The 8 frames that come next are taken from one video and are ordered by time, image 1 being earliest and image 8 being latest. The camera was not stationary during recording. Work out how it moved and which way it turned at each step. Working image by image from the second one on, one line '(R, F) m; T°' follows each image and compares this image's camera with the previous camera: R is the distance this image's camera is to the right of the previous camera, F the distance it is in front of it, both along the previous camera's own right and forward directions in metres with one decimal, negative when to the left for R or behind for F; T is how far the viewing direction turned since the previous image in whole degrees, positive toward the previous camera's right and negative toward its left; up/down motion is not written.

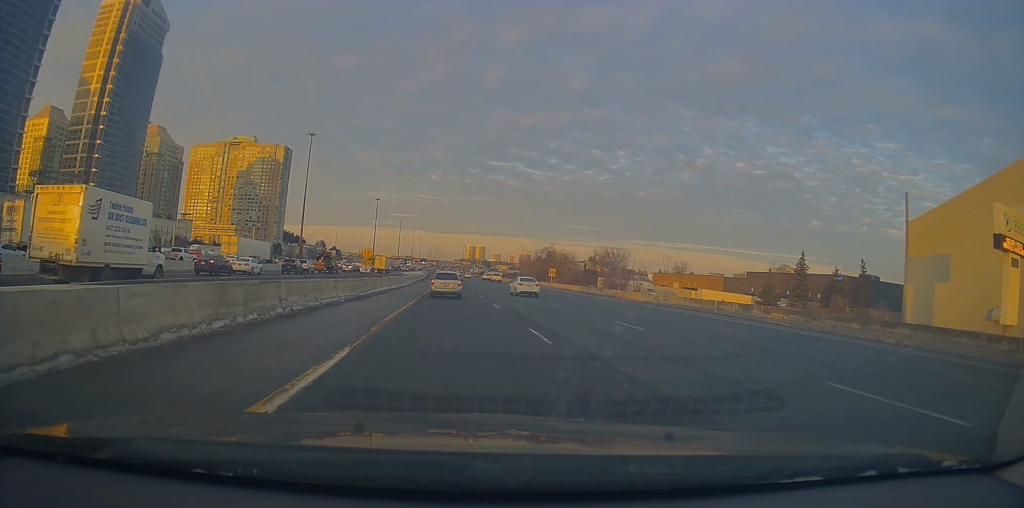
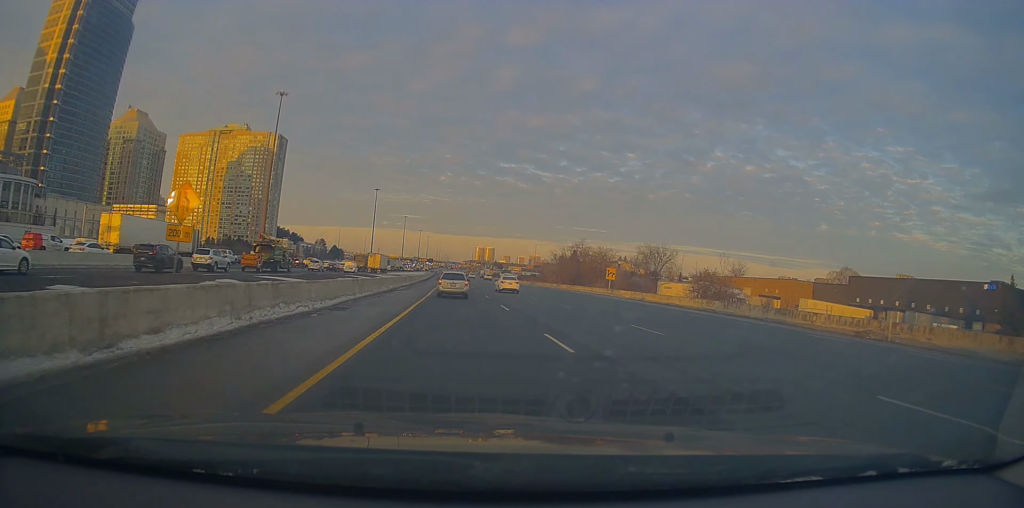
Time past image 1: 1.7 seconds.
(+0.1, +35.8) m; 0°
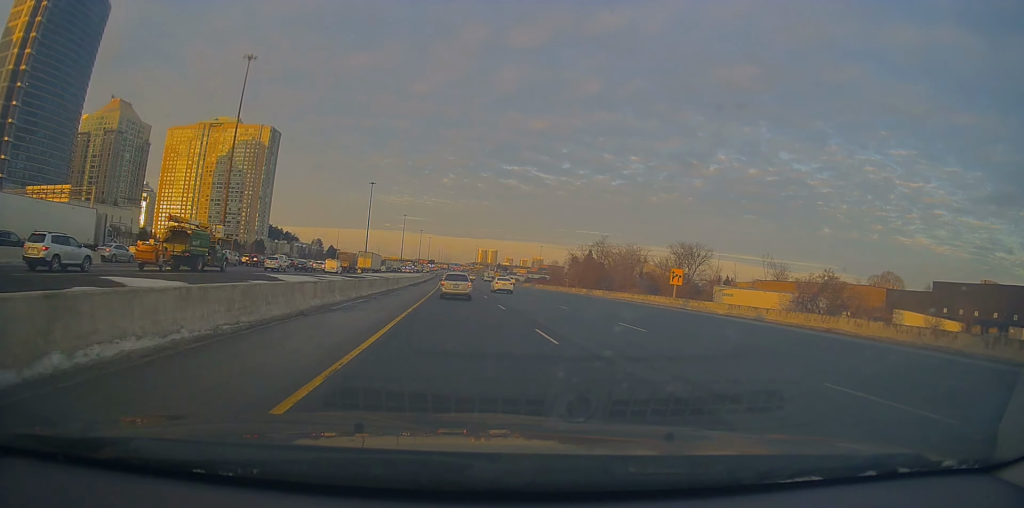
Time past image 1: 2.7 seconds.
(-0.1, +22.0) m; -1°
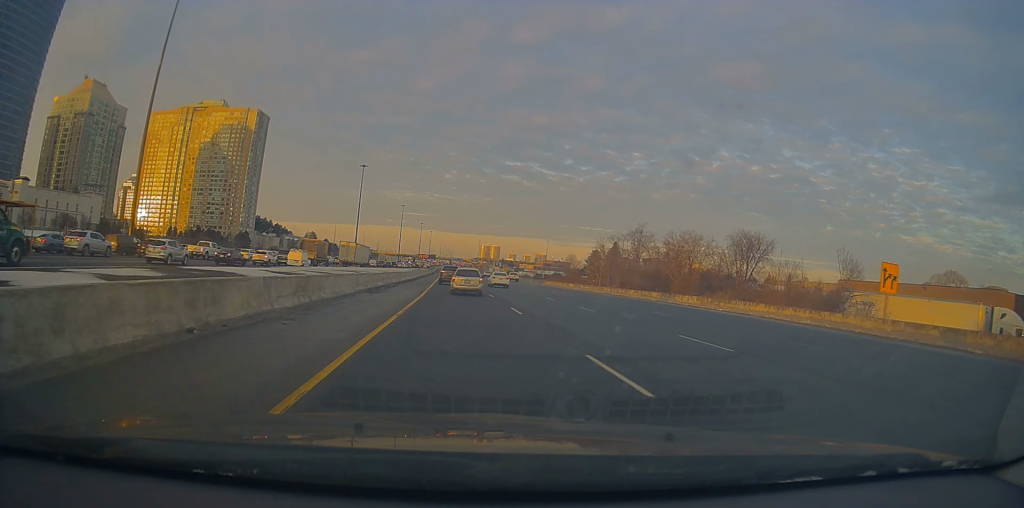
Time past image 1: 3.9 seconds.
(-0.5, +29.3) m; -1°
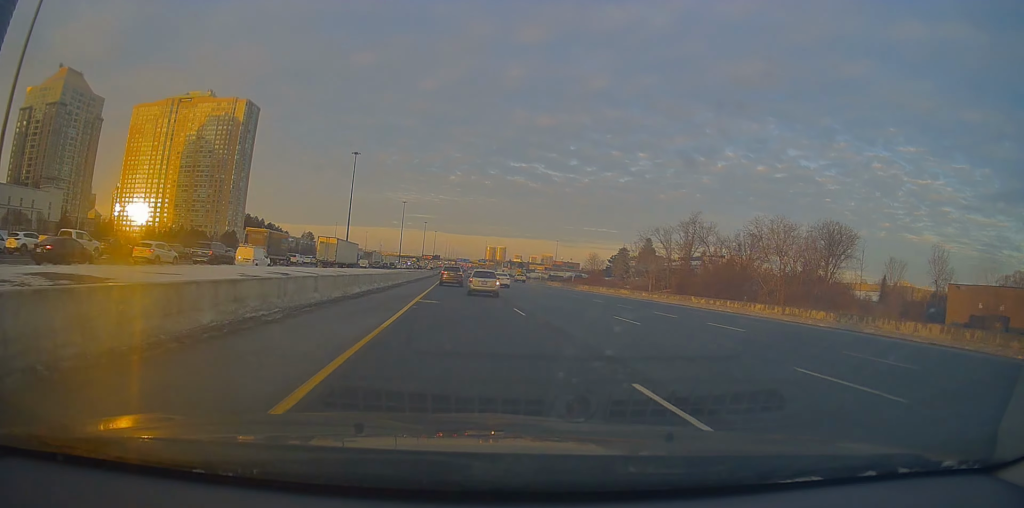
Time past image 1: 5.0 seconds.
(0.0, +26.5) m; 0°
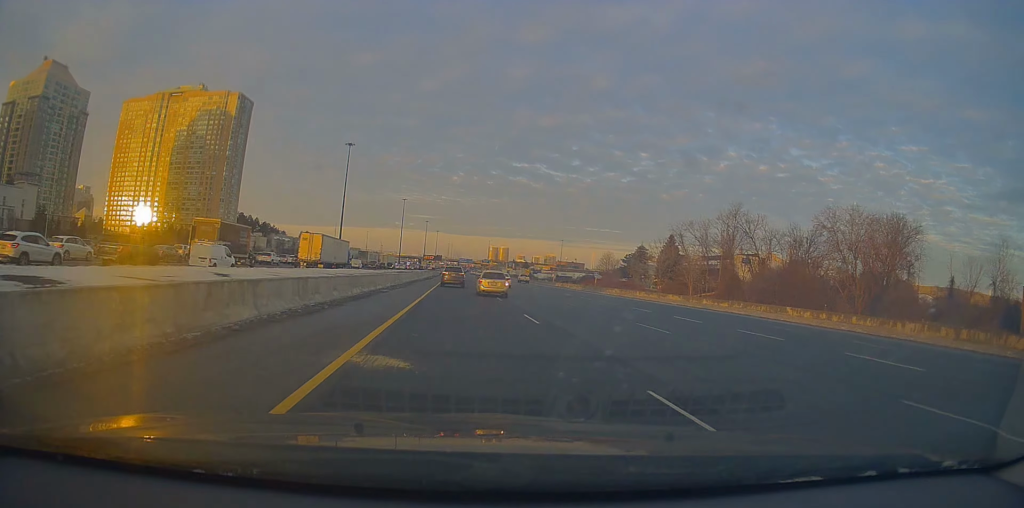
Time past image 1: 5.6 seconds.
(0.0, +14.5) m; 0°
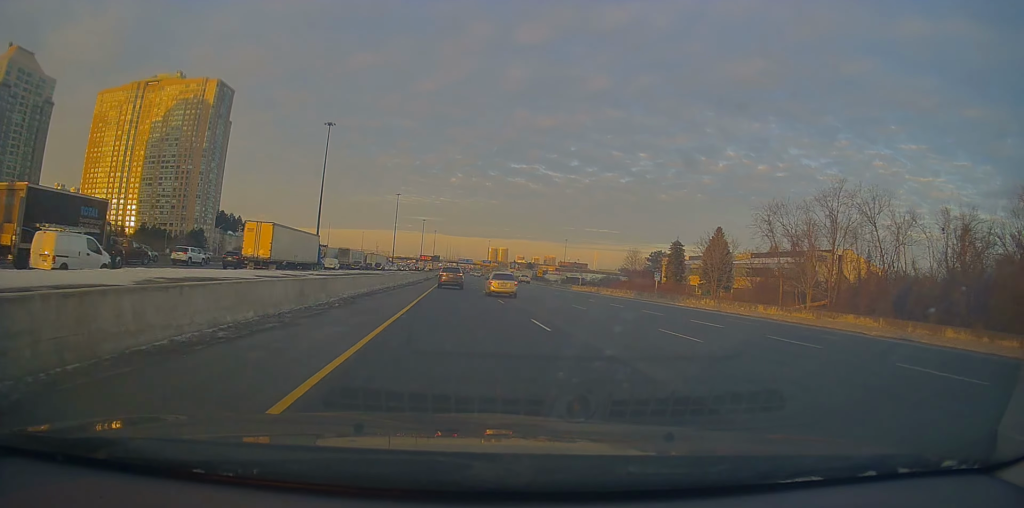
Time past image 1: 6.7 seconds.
(0.0, +26.1) m; 0°
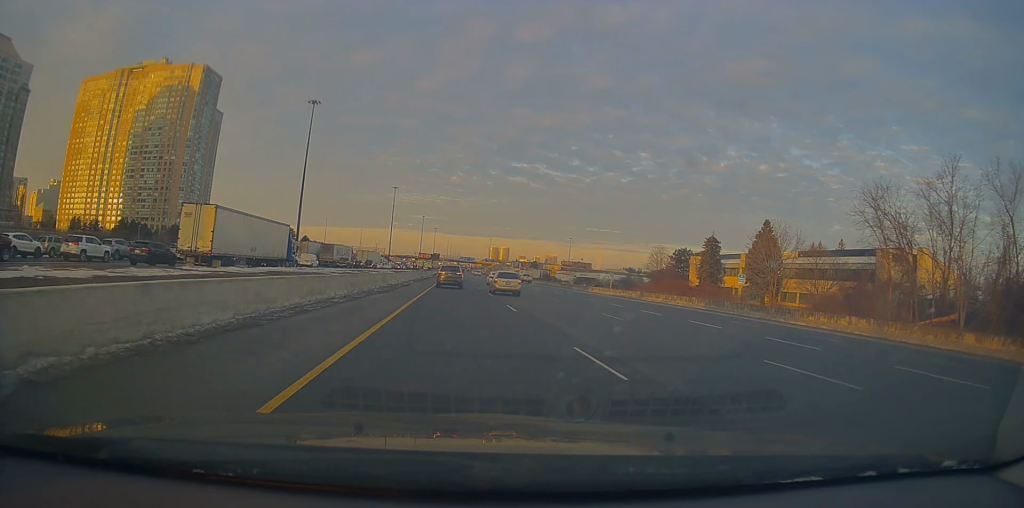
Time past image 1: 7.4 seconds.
(0.0, +18.2) m; 0°
